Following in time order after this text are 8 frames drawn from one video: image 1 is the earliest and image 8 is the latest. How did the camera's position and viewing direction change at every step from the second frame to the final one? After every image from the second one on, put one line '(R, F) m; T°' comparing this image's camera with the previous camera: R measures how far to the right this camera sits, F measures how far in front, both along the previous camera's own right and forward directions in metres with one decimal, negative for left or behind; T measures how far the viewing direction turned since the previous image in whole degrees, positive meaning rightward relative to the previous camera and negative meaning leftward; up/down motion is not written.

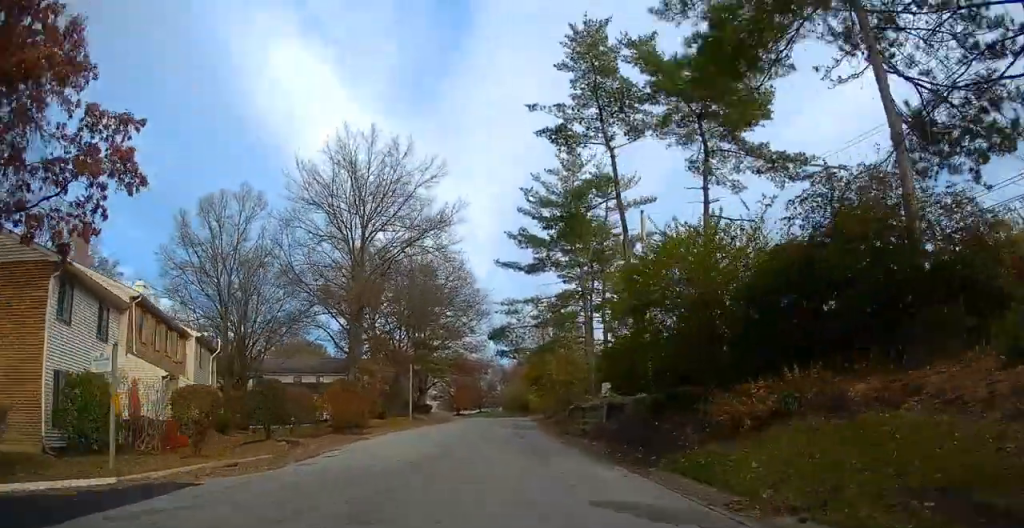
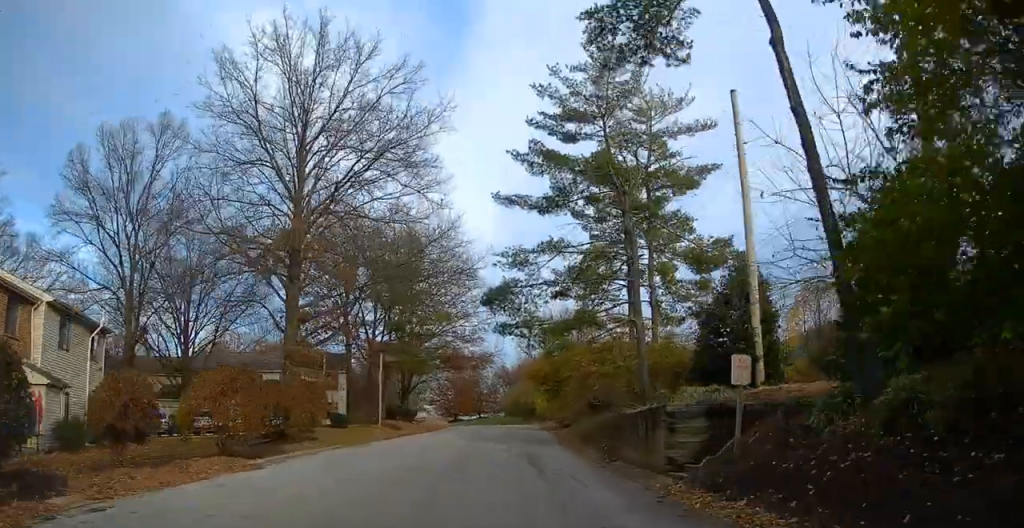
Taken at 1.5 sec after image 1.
(0.0, +13.5) m; +1°
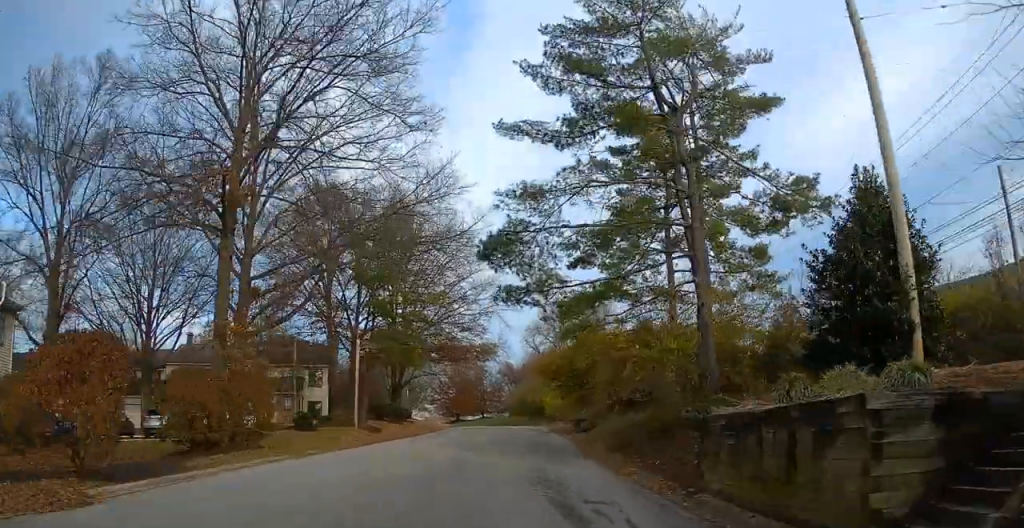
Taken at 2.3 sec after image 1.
(+0.1, +7.3) m; +1°
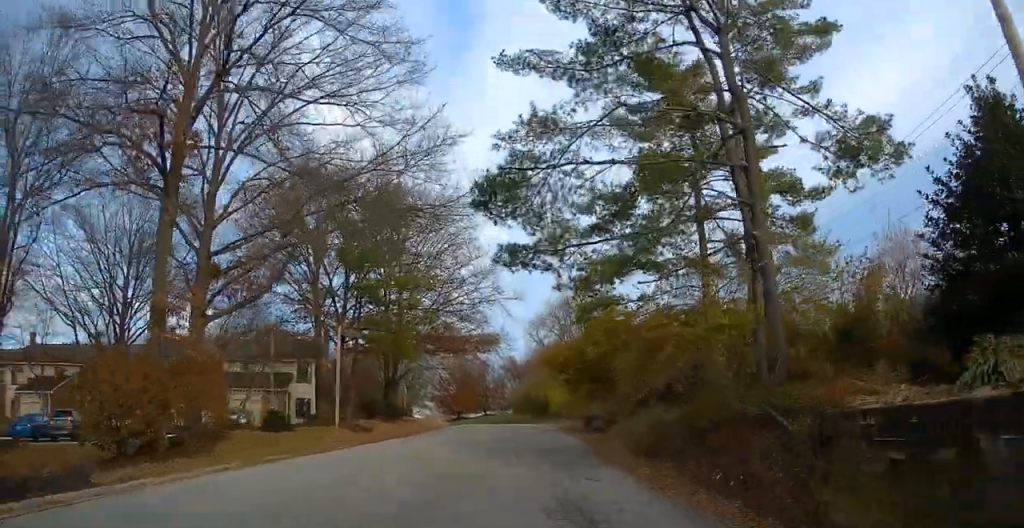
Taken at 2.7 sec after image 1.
(0.0, +3.9) m; 0°
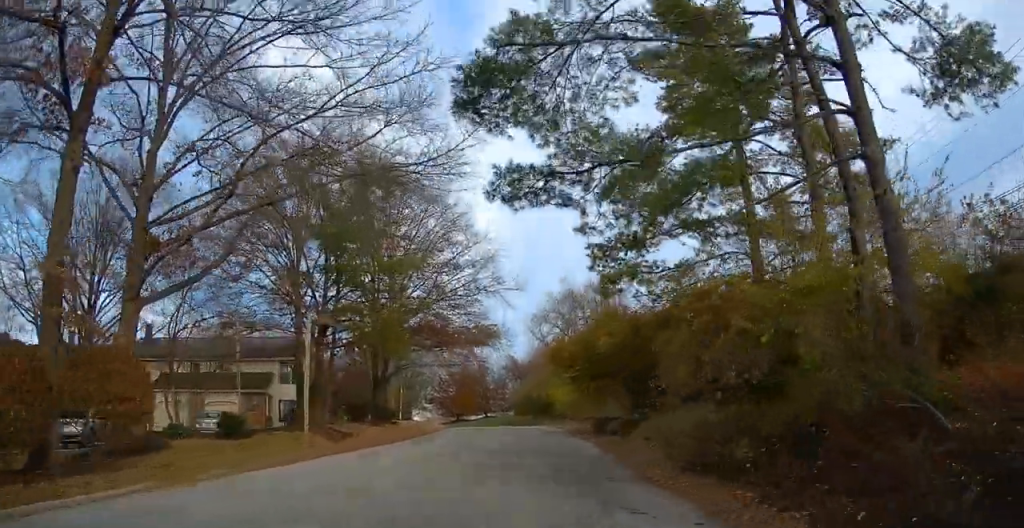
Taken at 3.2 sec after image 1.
(0.0, +4.1) m; -2°
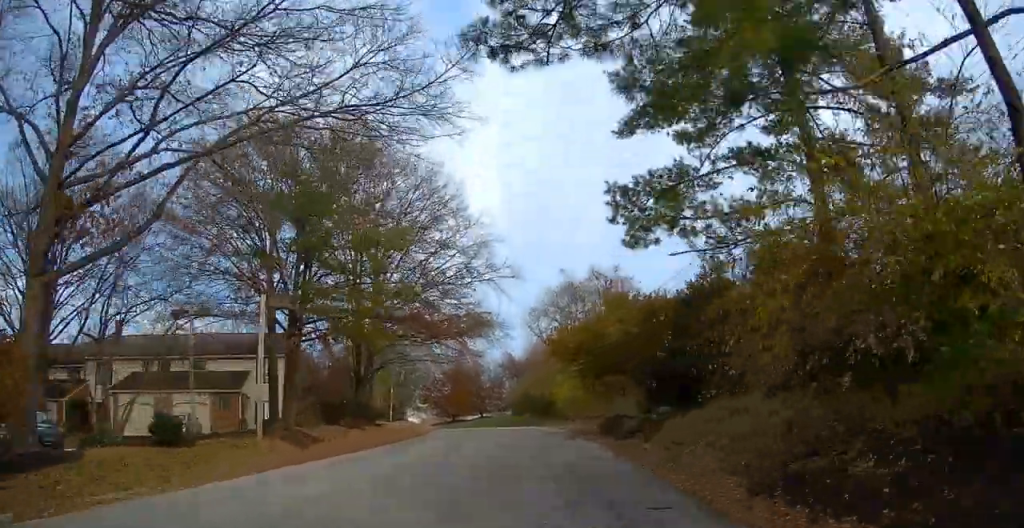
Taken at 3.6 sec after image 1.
(+0.1, +3.8) m; -2°
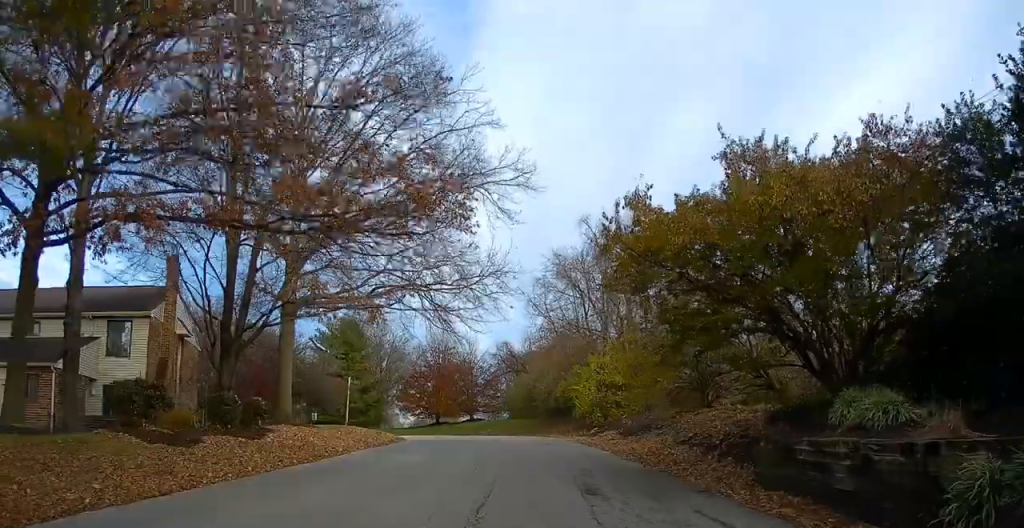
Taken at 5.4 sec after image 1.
(+0.3, +15.8) m; +7°
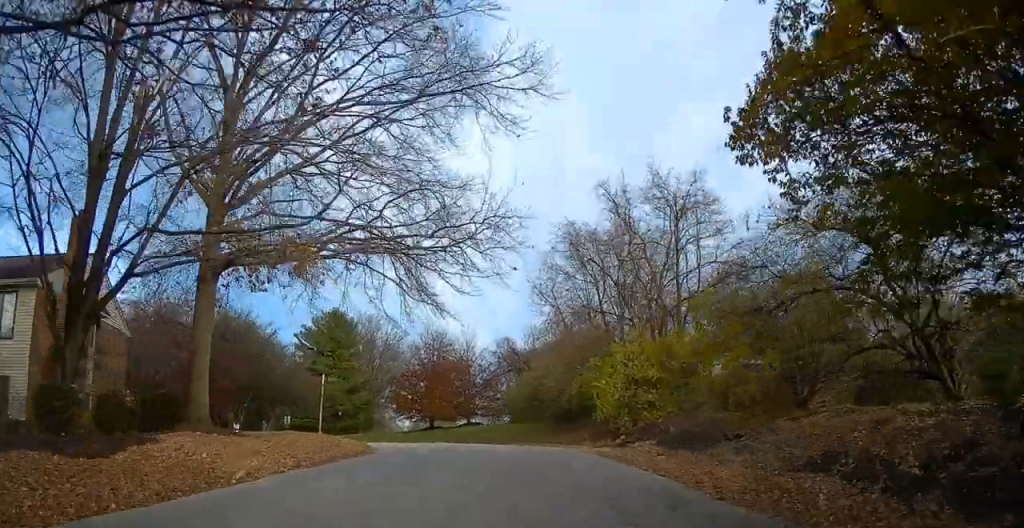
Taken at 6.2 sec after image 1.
(+0.4, +8.4) m; +1°
